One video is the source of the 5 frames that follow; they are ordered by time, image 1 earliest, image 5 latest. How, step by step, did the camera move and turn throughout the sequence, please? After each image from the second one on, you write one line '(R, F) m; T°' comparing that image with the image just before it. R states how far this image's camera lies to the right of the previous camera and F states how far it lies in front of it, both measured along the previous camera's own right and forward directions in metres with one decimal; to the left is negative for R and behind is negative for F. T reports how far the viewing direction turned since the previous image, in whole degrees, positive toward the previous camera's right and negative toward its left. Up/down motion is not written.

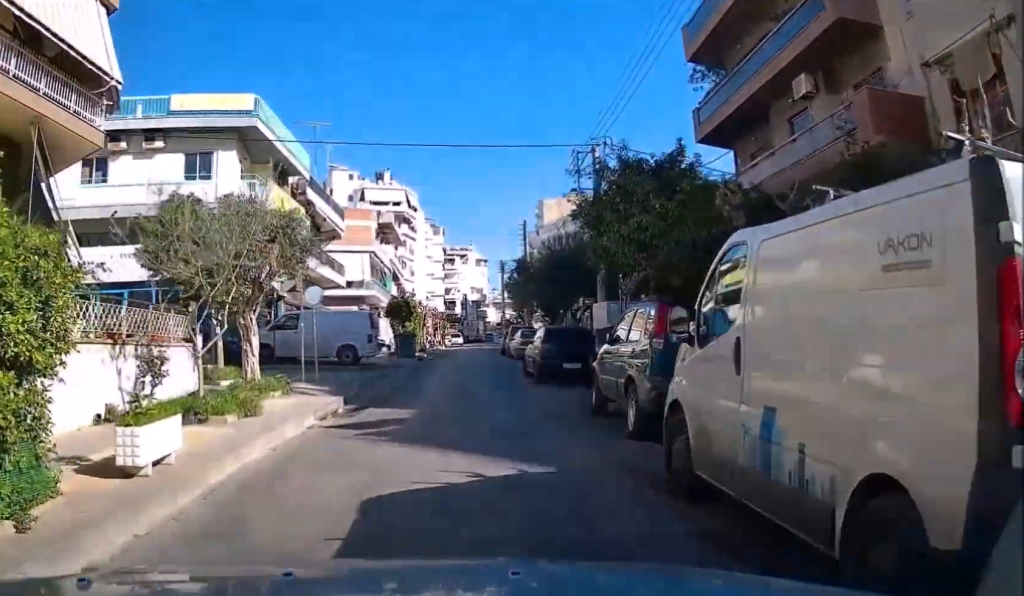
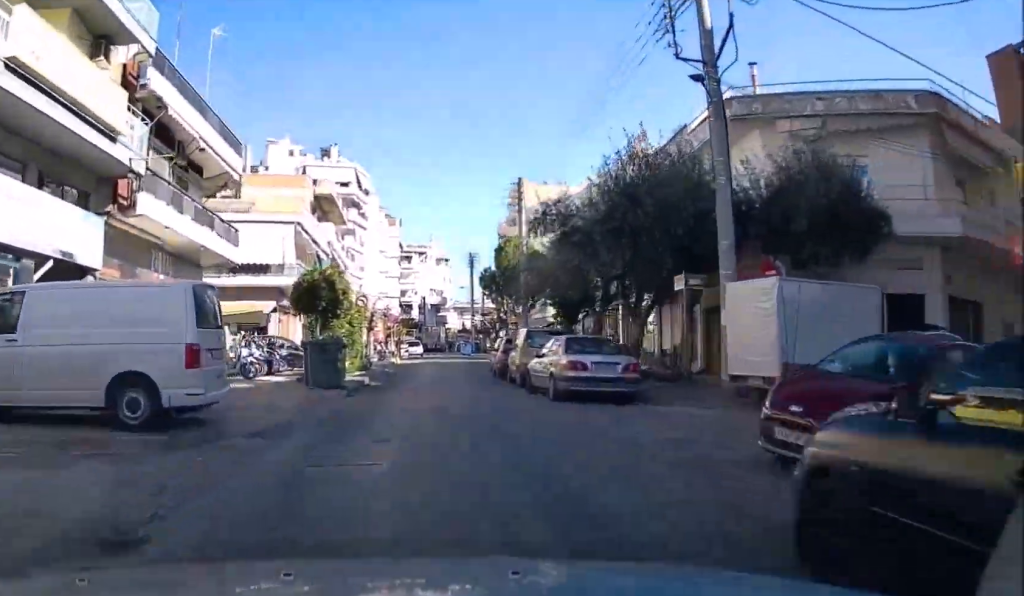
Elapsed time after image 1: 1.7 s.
(+0.9, +17.7) m; +4°
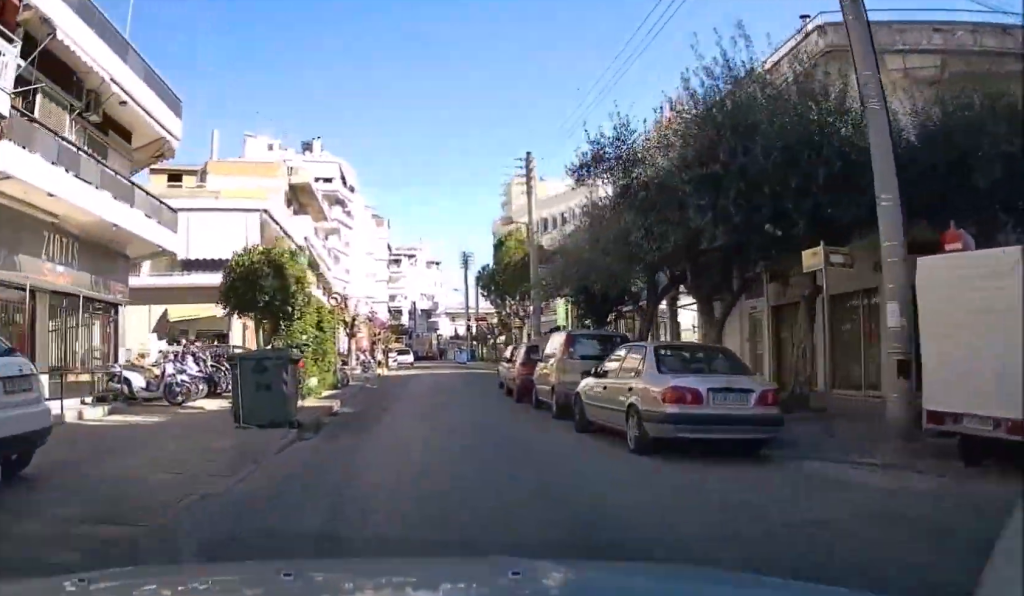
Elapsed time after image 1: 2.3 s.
(0.0, +6.5) m; 0°
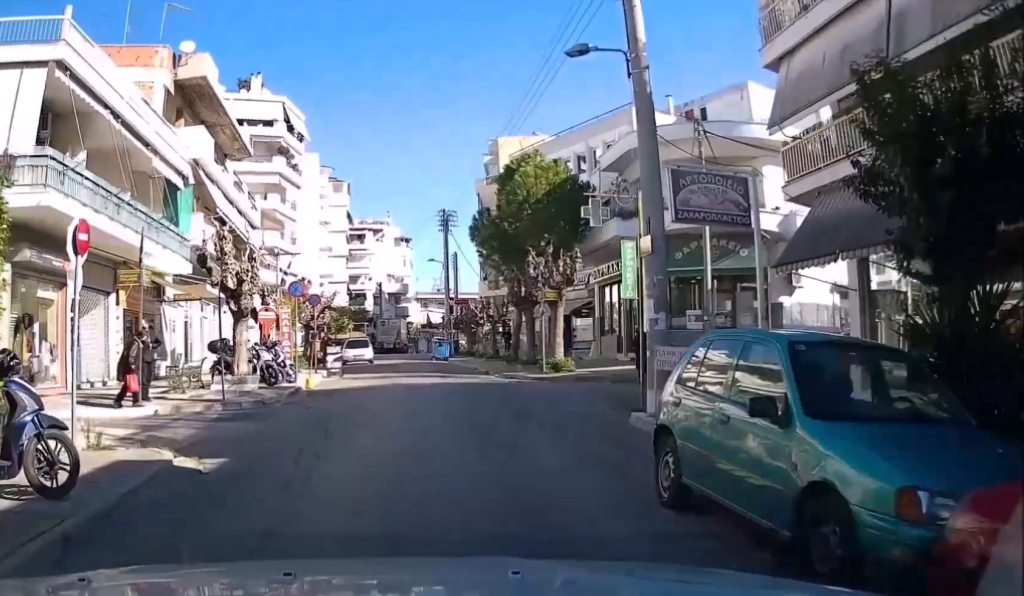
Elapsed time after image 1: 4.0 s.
(+0.3, +18.5) m; +2°
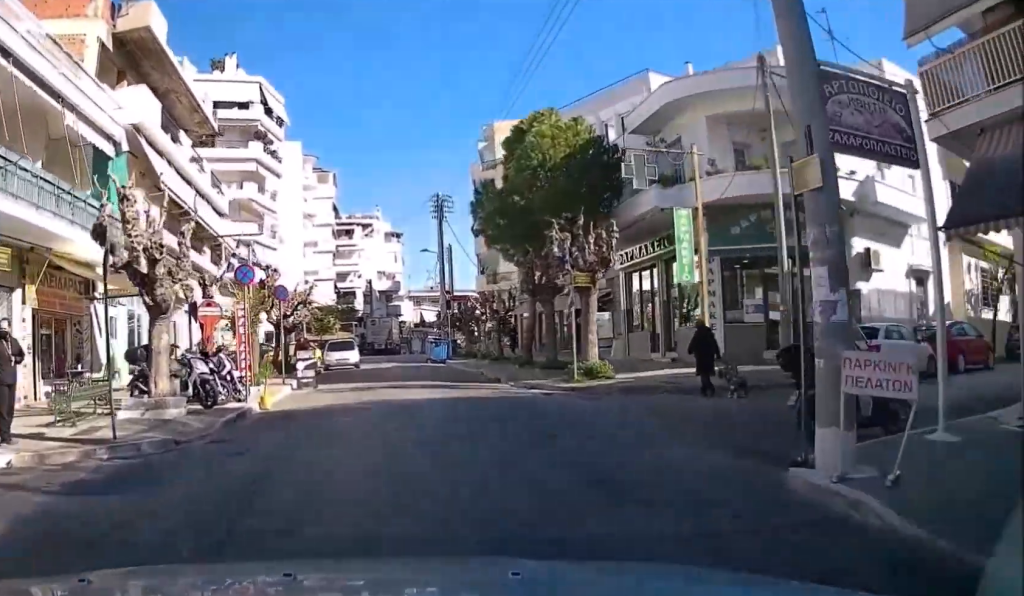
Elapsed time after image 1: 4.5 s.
(+0.1, +5.9) m; 0°
